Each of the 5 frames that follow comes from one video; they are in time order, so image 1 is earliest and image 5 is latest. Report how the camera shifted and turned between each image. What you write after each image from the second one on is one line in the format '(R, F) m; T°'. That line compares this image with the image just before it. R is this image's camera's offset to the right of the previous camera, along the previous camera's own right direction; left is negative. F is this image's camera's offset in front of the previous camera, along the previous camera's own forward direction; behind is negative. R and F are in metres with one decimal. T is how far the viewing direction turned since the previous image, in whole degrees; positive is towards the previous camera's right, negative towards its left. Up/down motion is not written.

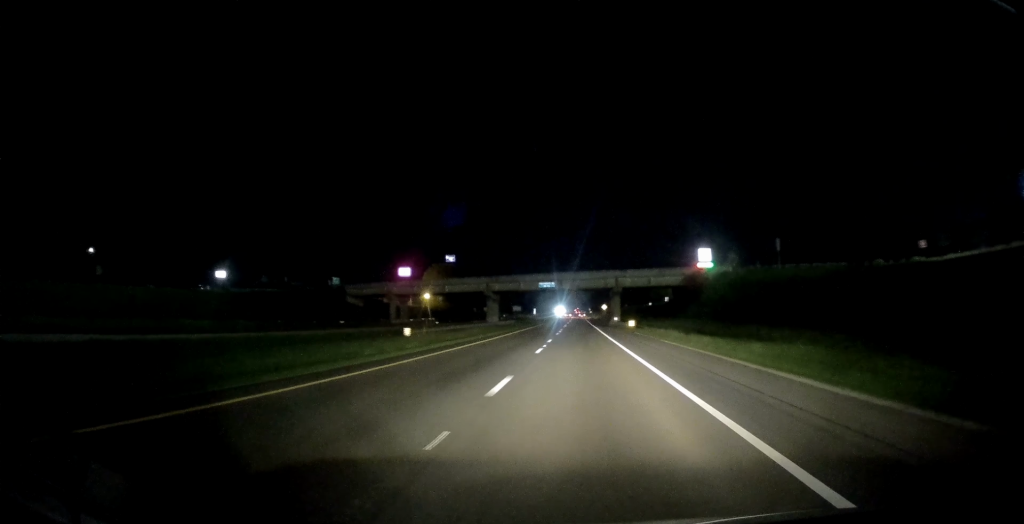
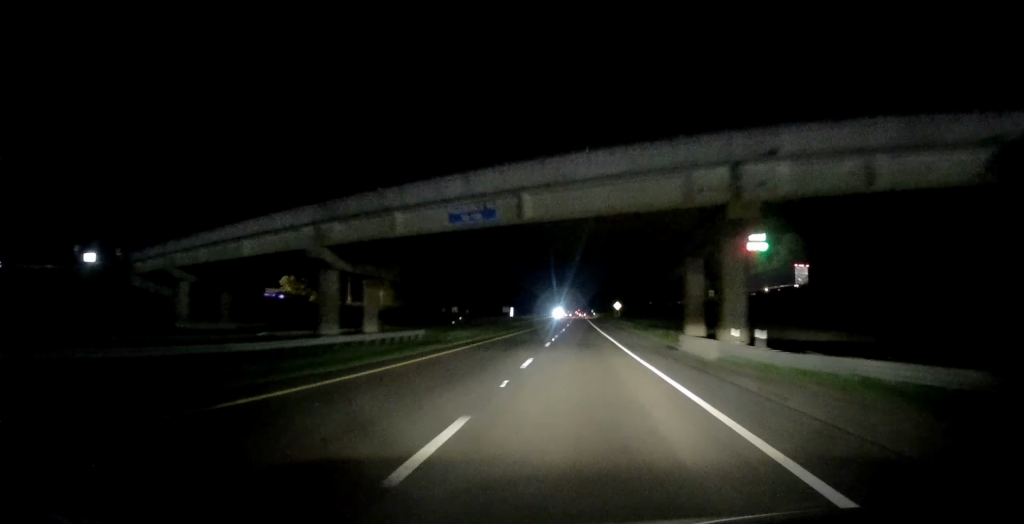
(-0.3, +63.6) m; 0°
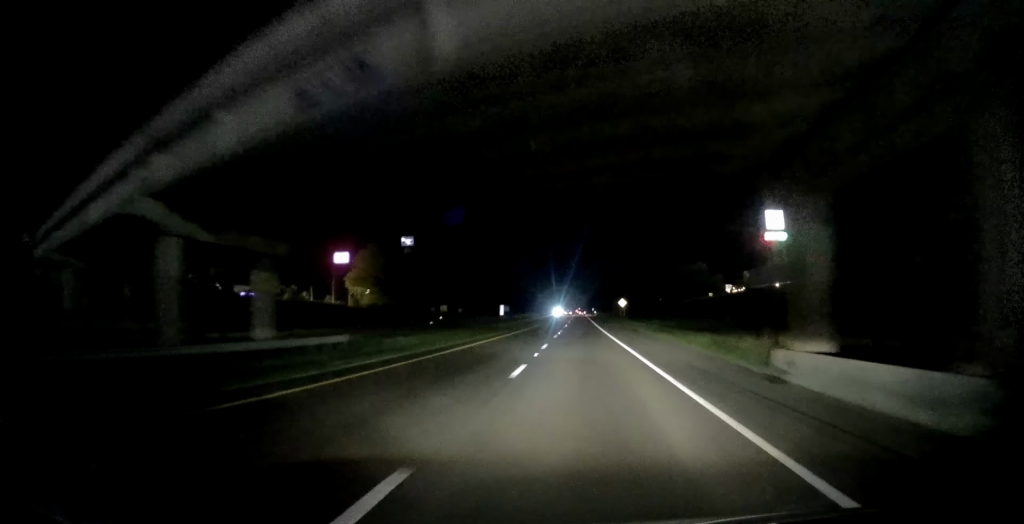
(+0.1, +15.2) m; 0°
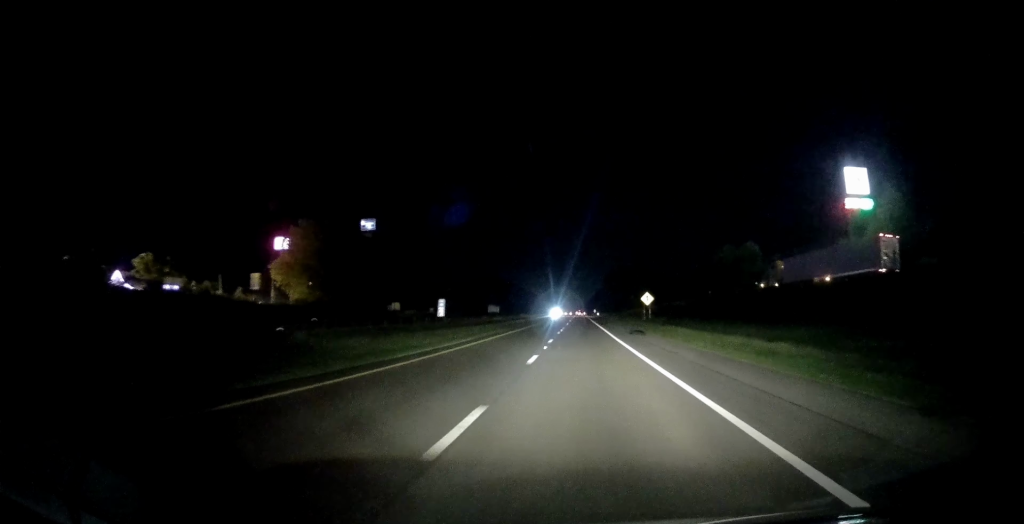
(-0.1, +44.4) m; 0°
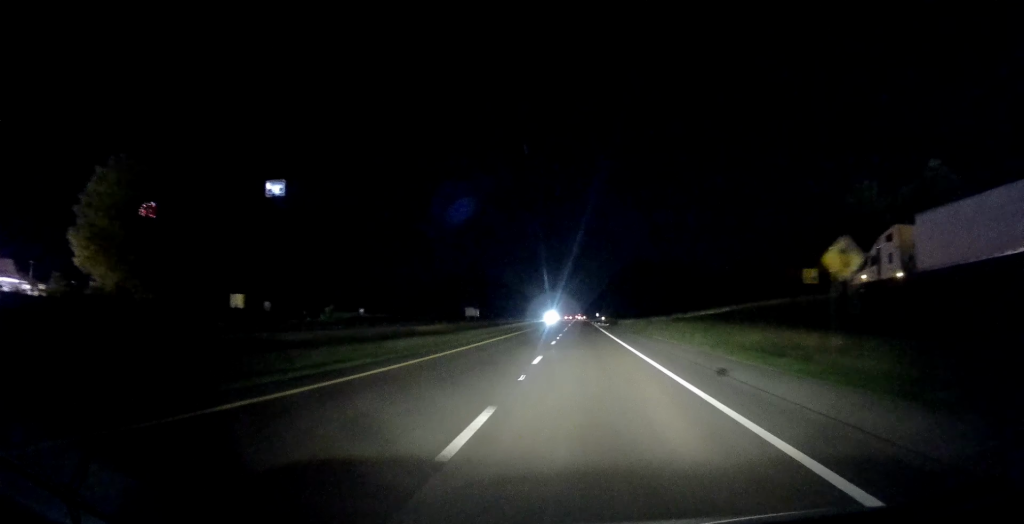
(+0.5, +60.4) m; 0°
